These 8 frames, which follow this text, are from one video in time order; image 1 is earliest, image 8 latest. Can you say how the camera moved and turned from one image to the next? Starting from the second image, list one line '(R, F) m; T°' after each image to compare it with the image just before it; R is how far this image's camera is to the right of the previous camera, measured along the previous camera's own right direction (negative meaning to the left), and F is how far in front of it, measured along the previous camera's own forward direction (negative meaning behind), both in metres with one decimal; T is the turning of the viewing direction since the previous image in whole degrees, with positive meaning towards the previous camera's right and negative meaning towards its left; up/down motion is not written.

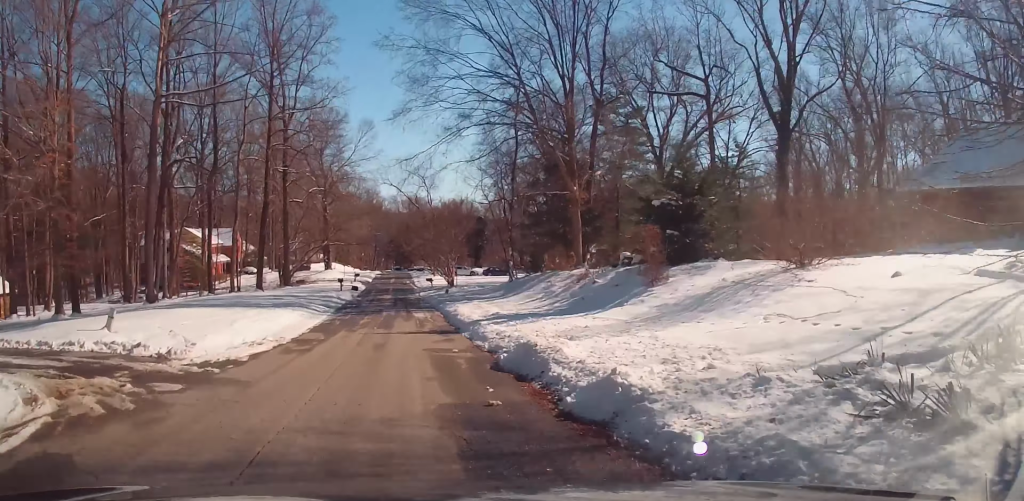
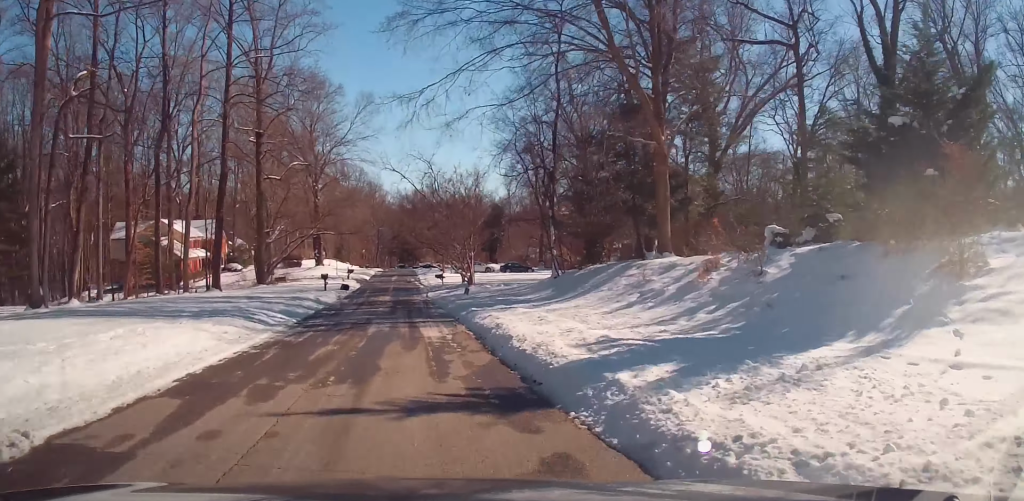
(+0.7, +13.7) m; +4°
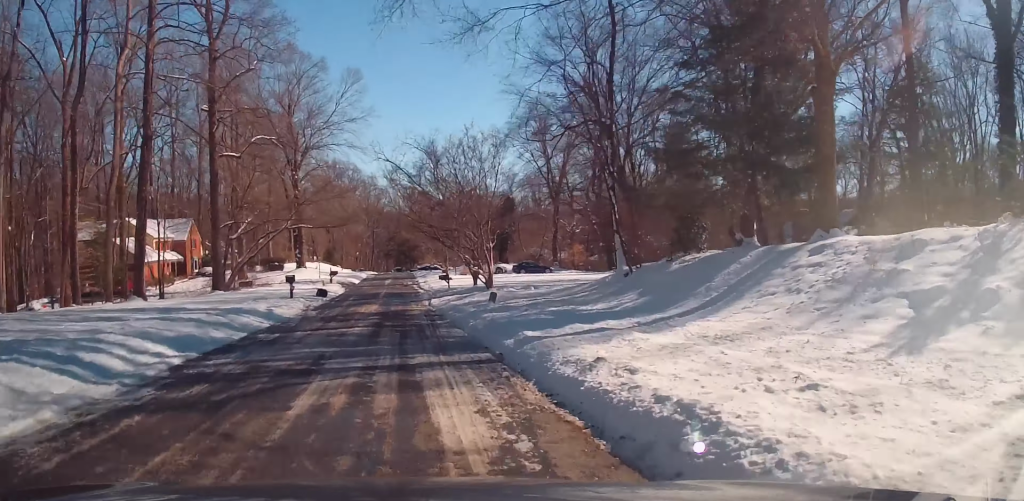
(+0.2, +11.0) m; -1°
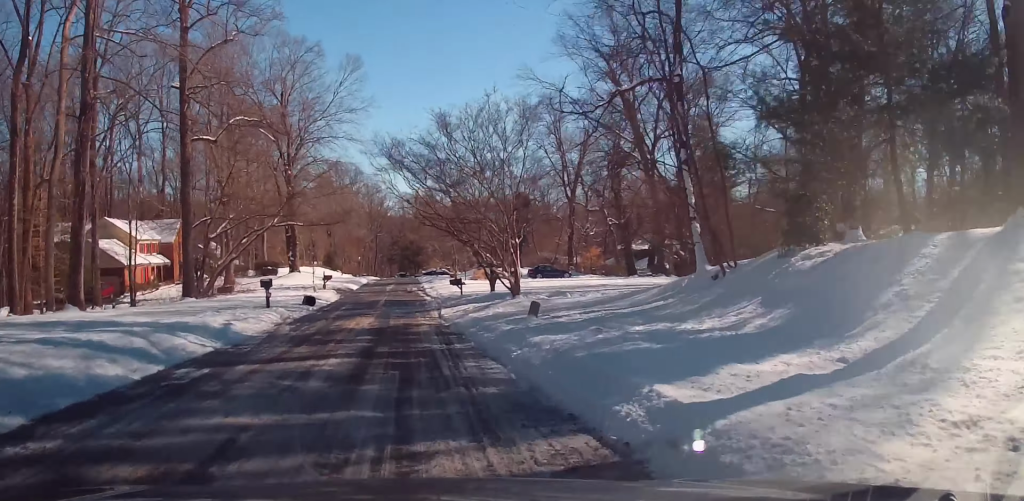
(0.0, +5.9) m; -1°
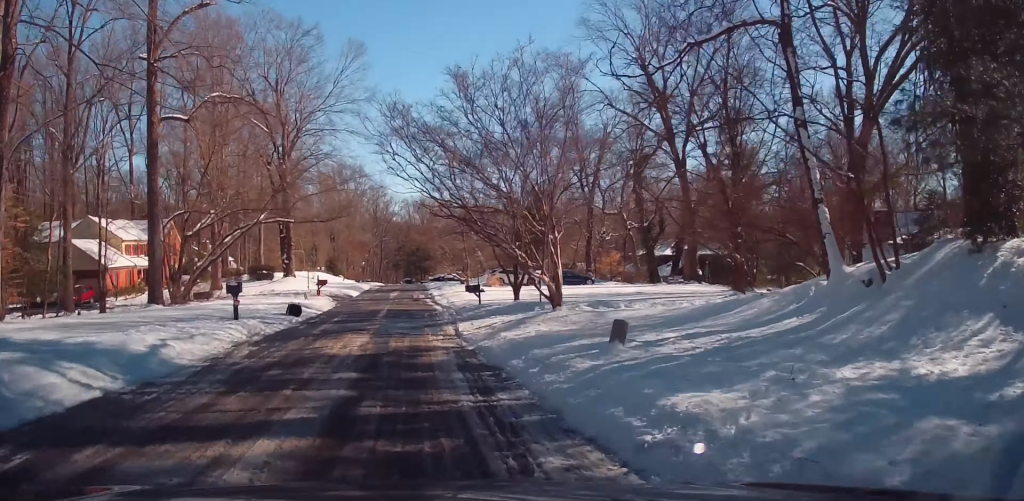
(-0.3, +5.0) m; -1°
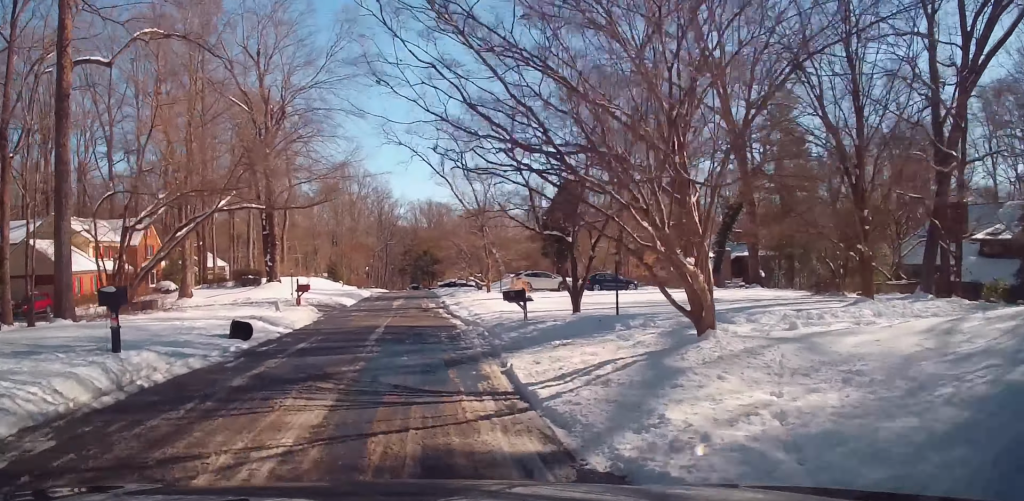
(-0.2, +8.0) m; -1°
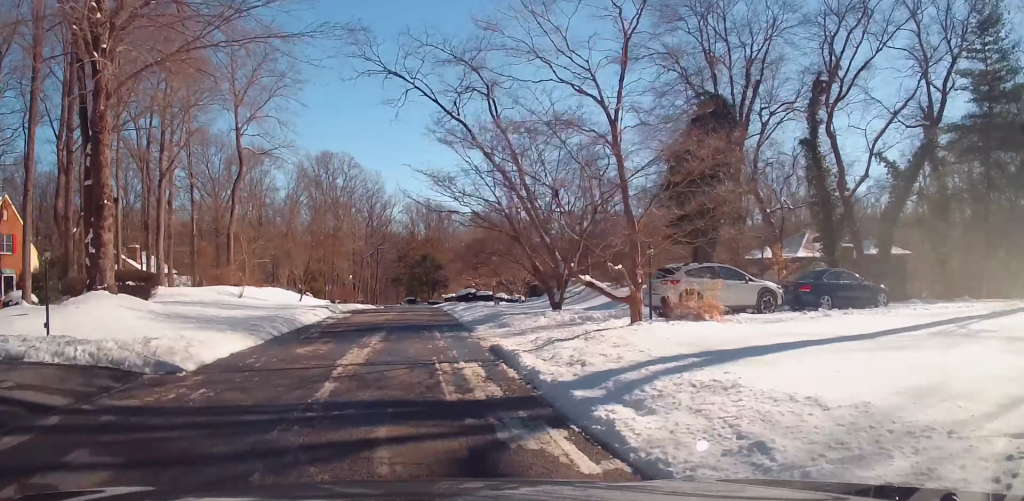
(-0.4, +23.1) m; +1°
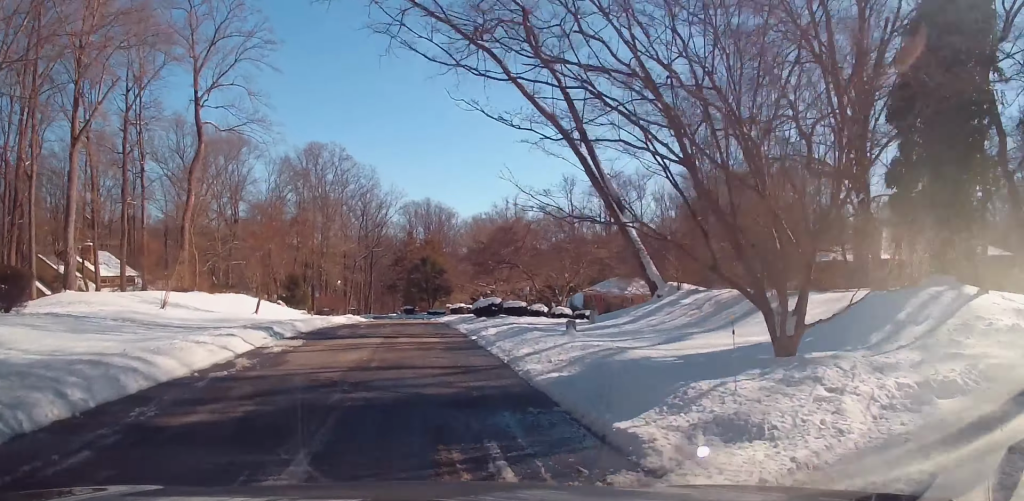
(+1.7, +13.9) m; +10°
